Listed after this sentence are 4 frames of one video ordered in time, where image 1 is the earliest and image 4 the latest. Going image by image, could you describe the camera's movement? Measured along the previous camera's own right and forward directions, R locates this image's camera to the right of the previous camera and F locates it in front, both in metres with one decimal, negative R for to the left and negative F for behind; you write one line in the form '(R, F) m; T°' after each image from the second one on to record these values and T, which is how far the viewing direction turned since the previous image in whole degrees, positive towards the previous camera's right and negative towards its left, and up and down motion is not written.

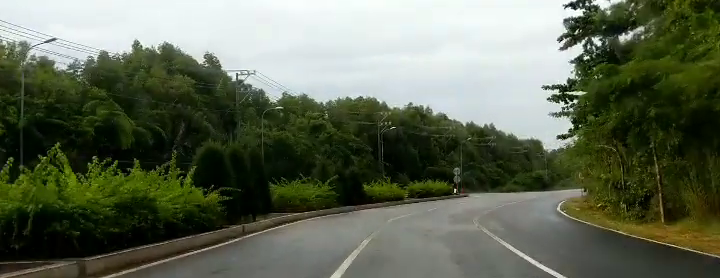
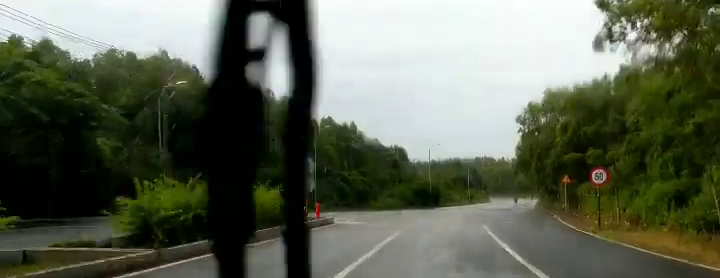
(+1.9, +47.1) m; +8°
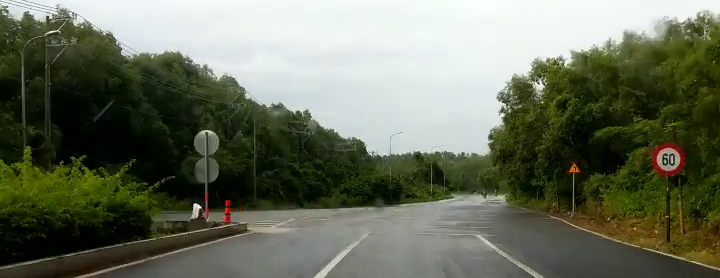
(+0.9, +10.5) m; +12°
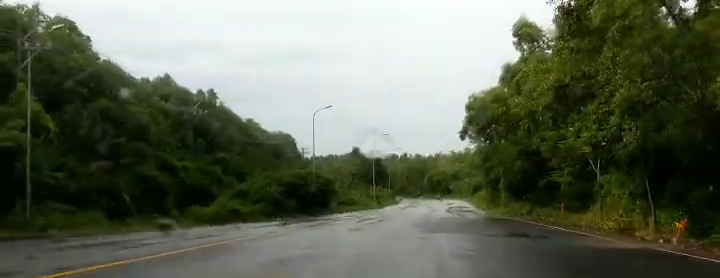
(+3.7, +26.1) m; -1°
